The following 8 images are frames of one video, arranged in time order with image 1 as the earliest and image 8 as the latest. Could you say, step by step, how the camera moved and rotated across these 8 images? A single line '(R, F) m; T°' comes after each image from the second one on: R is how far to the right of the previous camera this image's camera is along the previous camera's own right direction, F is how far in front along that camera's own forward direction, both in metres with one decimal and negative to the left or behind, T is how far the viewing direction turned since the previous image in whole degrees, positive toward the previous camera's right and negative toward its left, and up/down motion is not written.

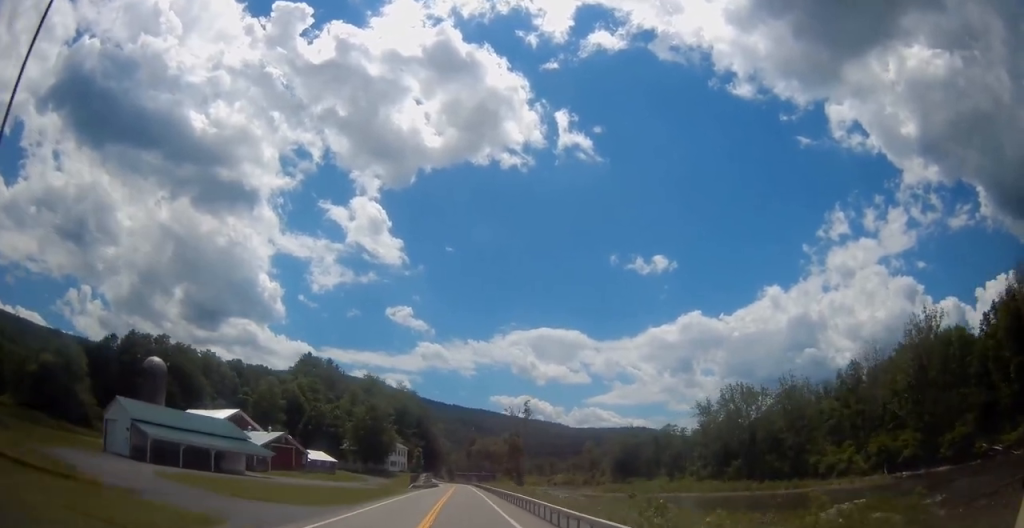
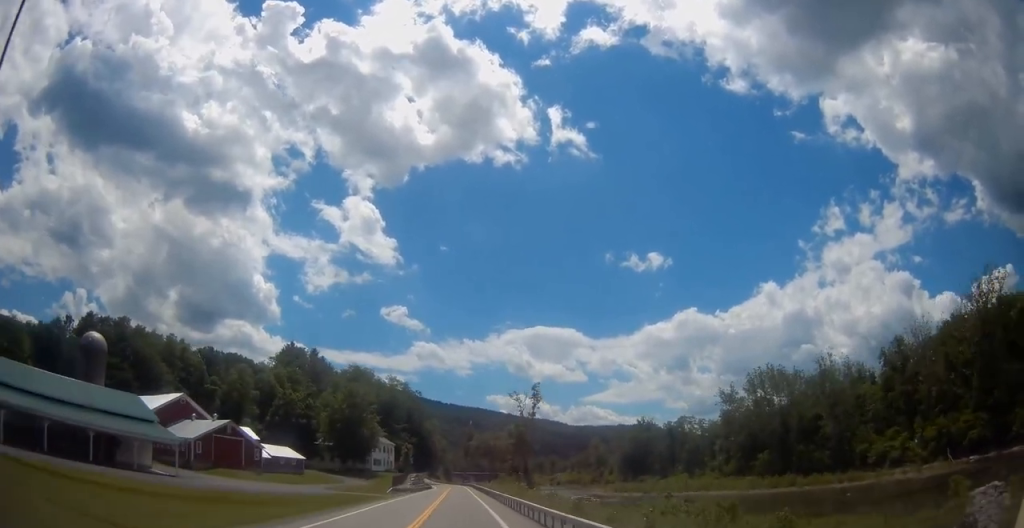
(+0.2, +21.4) m; 0°
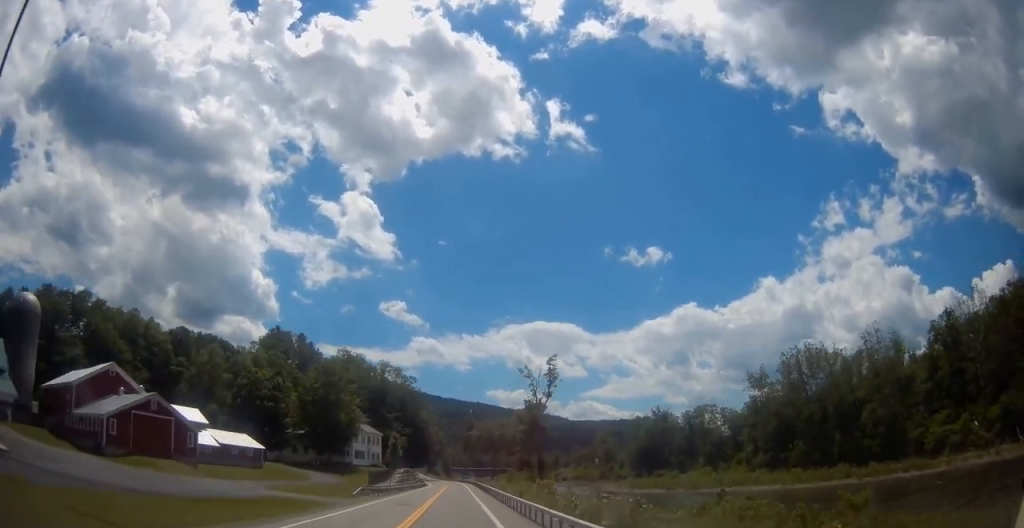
(0.0, +19.7) m; 0°
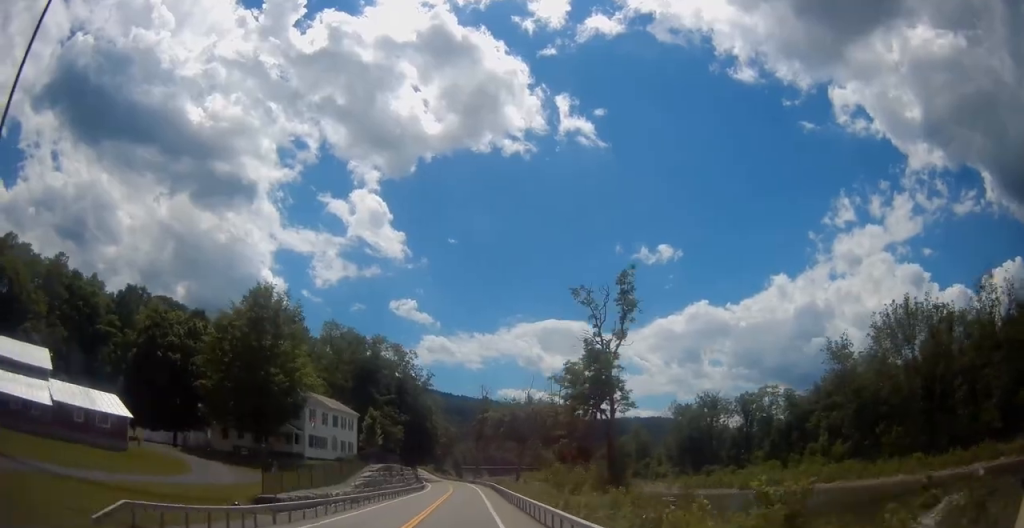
(0.0, +35.0) m; -1°
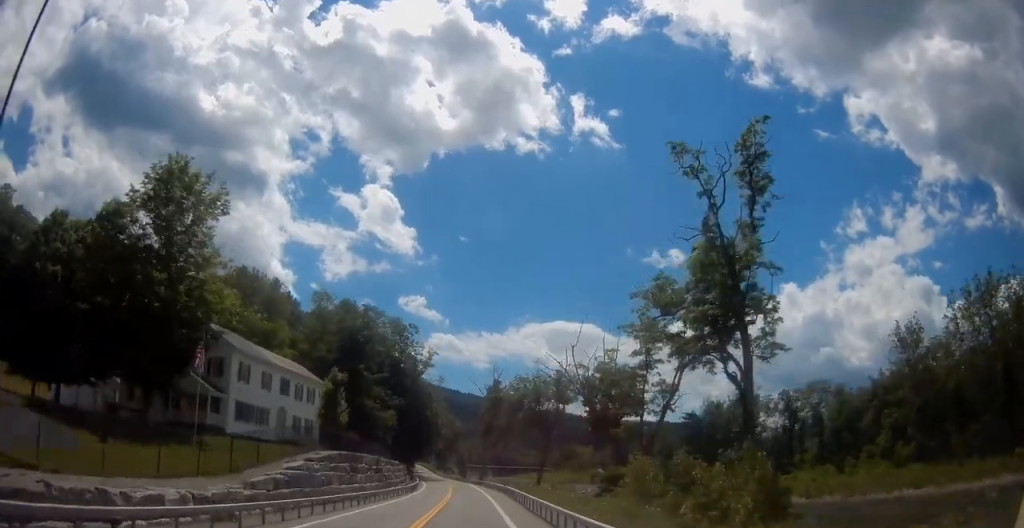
(-0.4, +22.6) m; -1°
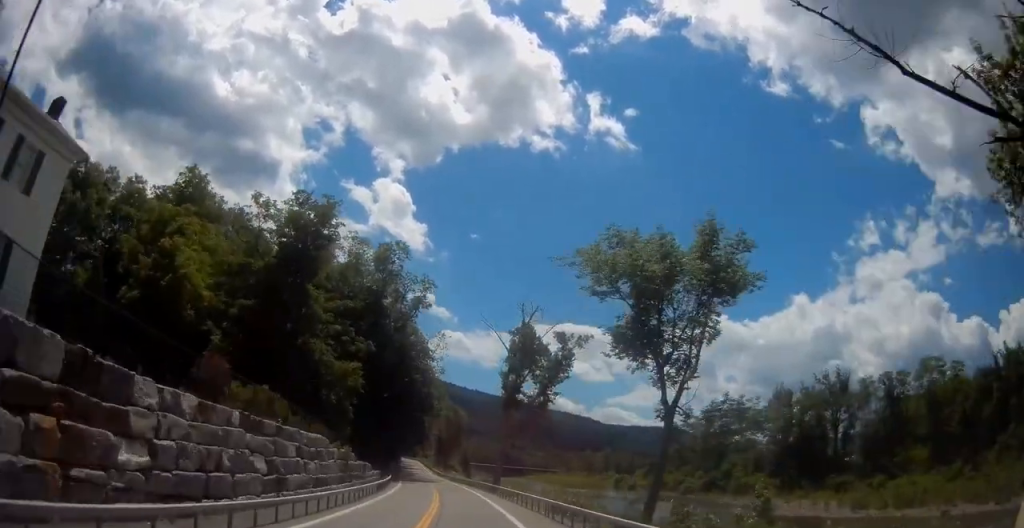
(-0.1, +40.6) m; -1°
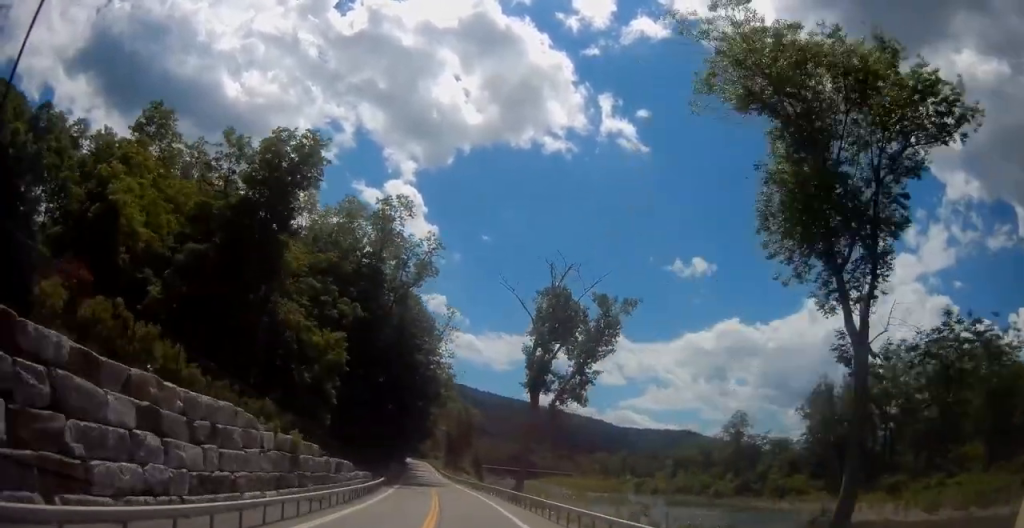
(-0.1, +14.3) m; 0°
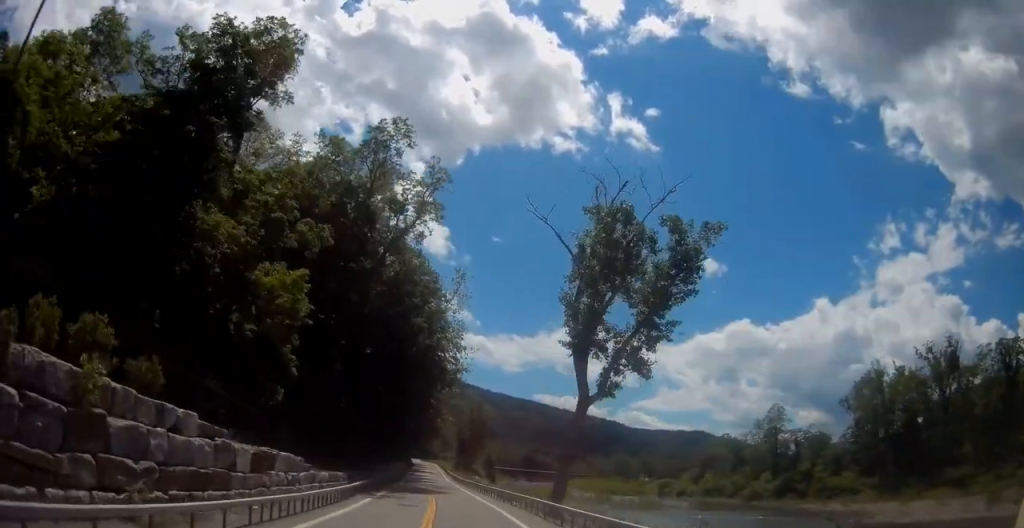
(0.0, +15.7) m; -1°
